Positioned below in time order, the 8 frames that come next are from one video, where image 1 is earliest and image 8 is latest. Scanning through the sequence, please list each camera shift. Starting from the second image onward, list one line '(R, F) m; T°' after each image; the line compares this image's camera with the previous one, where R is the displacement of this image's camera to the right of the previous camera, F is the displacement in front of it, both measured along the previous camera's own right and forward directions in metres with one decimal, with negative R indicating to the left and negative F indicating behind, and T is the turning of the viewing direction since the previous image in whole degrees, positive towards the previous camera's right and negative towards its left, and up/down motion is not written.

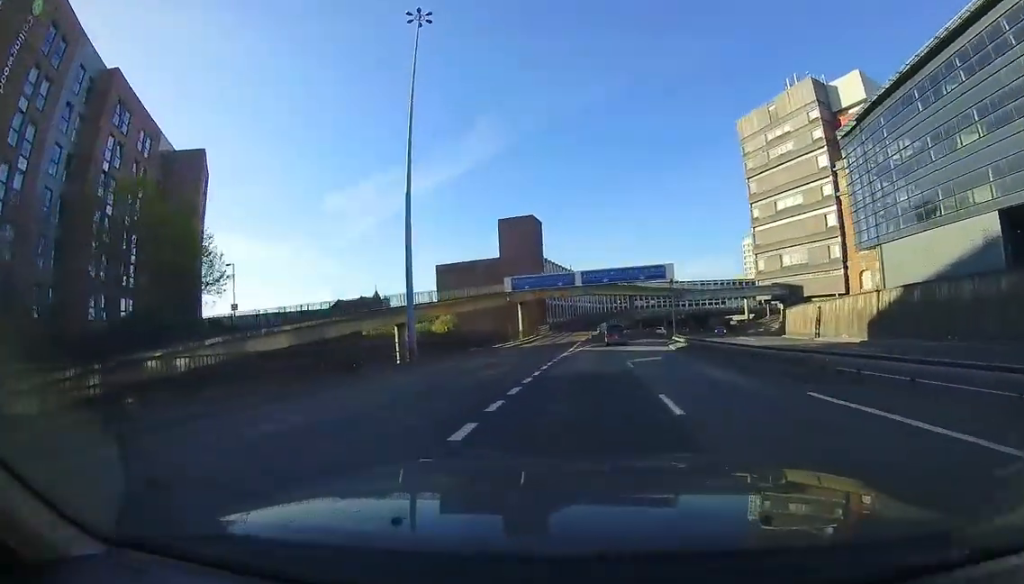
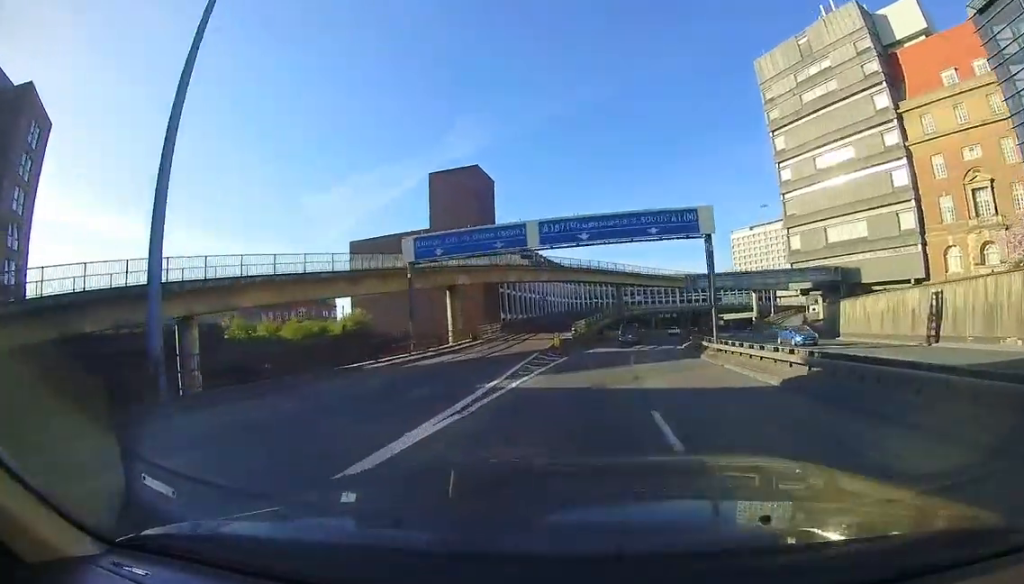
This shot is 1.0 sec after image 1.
(0.0, +17.9) m; +4°
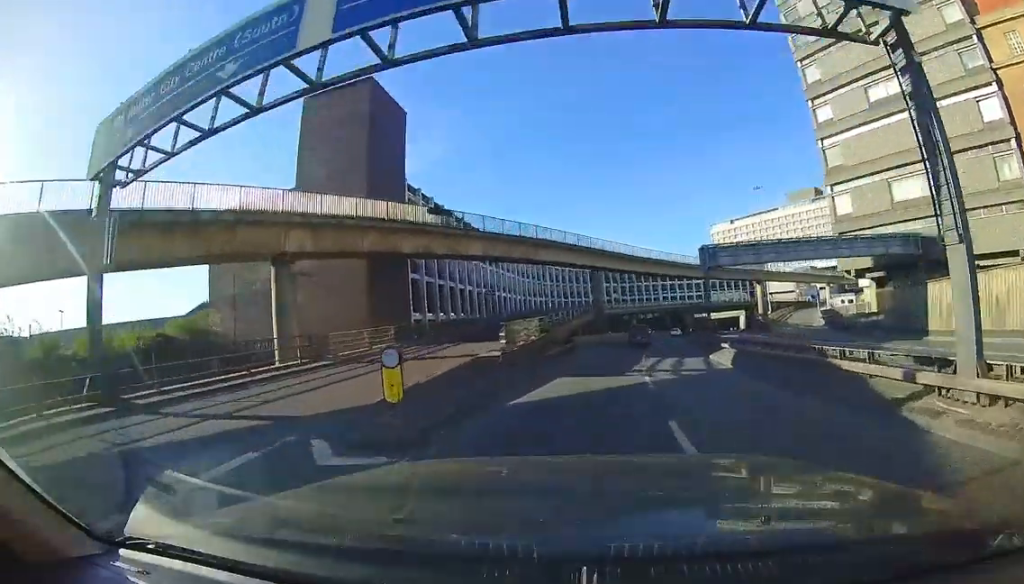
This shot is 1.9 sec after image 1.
(+0.9, +15.4) m; +6°
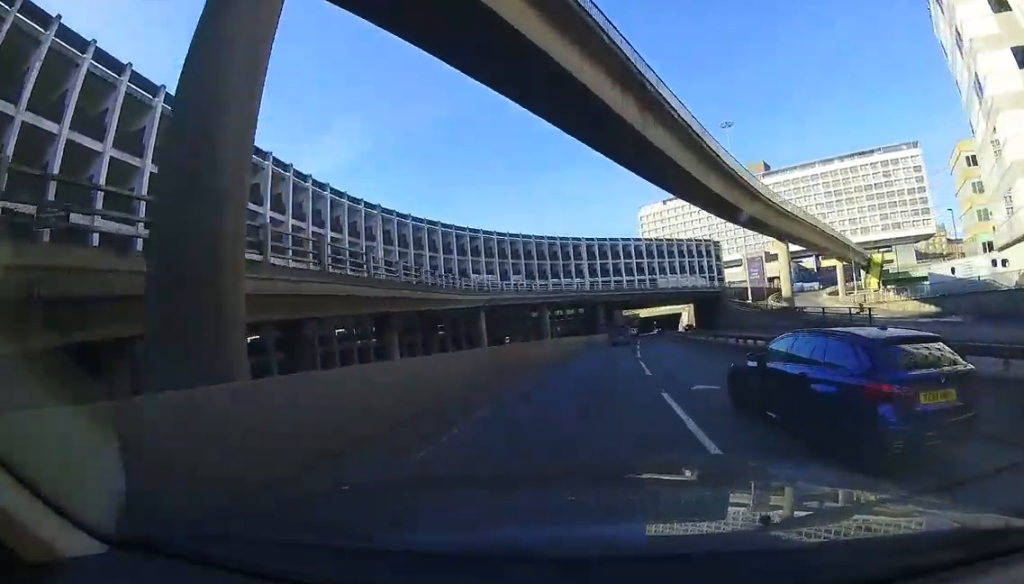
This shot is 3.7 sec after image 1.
(+1.8, +34.9) m; +11°
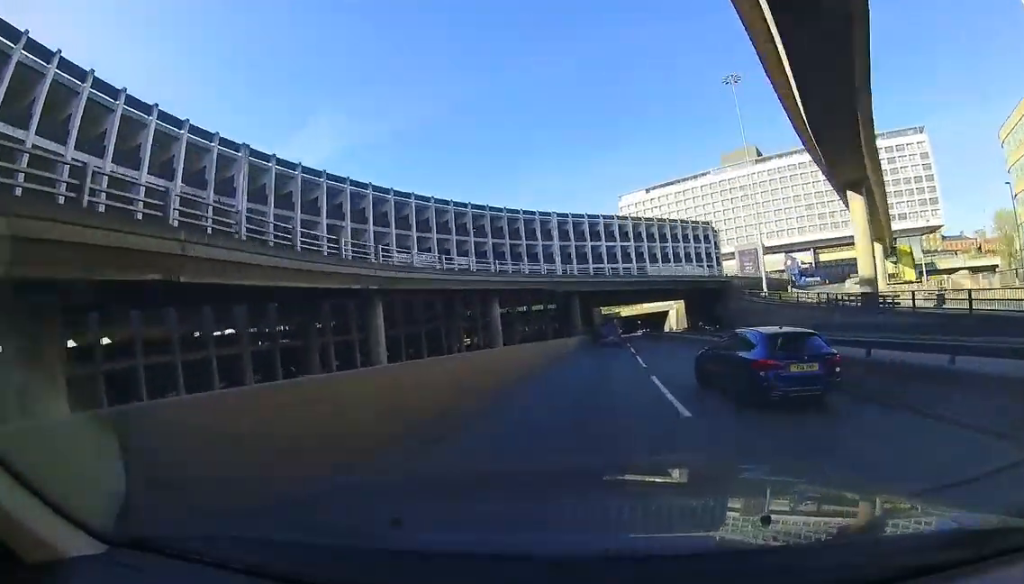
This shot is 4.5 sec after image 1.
(+1.6, +14.9) m; +5°
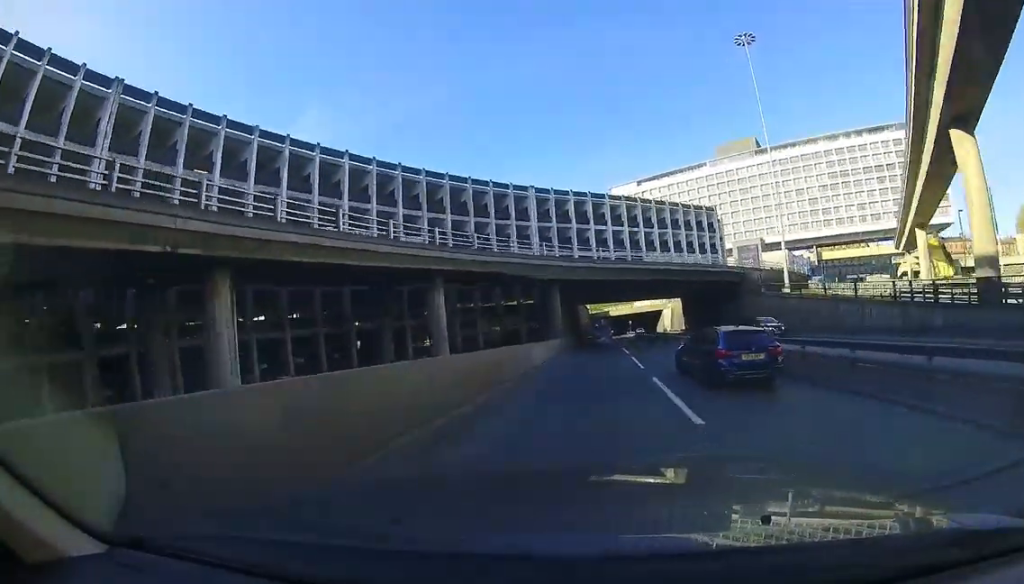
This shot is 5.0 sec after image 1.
(+0.6, +9.9) m; +2°
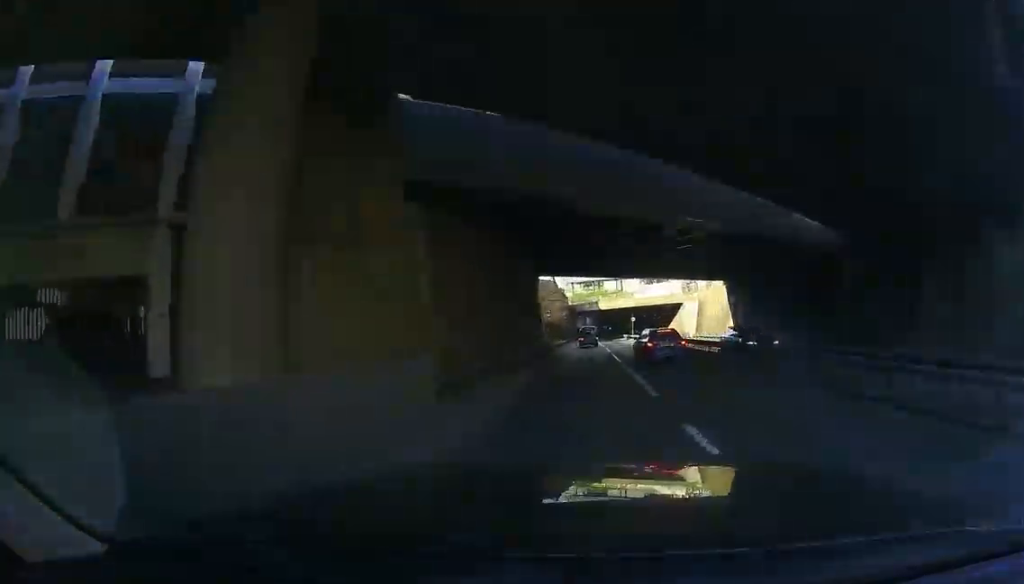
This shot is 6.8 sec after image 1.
(-1.6, +34.6) m; -1°
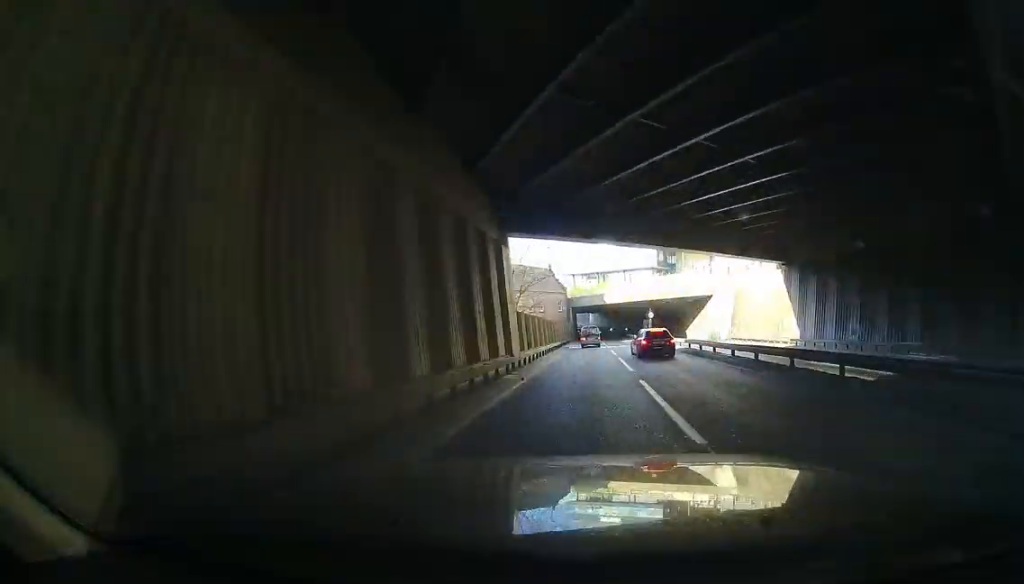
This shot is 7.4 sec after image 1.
(+0.3, +12.8) m; +1°
